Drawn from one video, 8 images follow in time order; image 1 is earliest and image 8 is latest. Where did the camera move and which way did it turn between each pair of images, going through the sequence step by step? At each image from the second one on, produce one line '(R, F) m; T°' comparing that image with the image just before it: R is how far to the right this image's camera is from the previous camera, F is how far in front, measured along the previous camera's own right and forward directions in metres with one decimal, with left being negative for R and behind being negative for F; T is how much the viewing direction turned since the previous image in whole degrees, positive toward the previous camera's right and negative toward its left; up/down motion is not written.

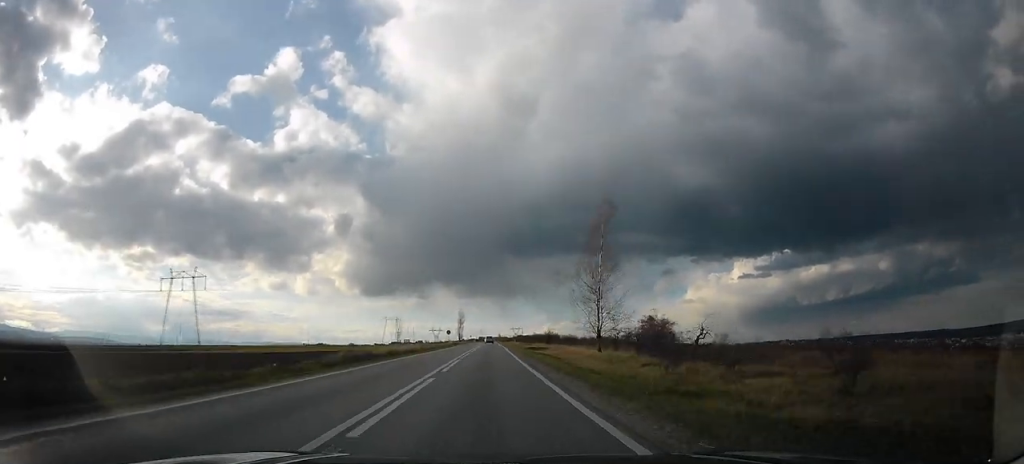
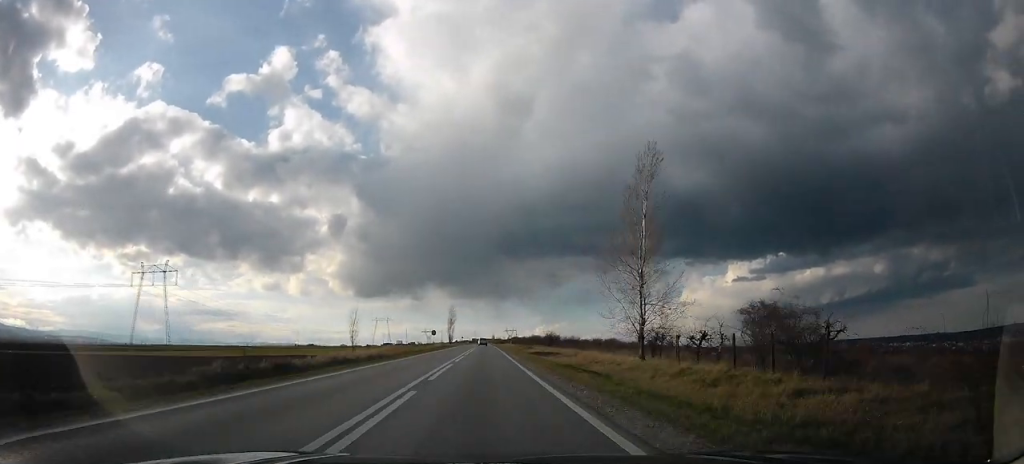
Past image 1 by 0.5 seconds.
(0.0, +15.2) m; 0°
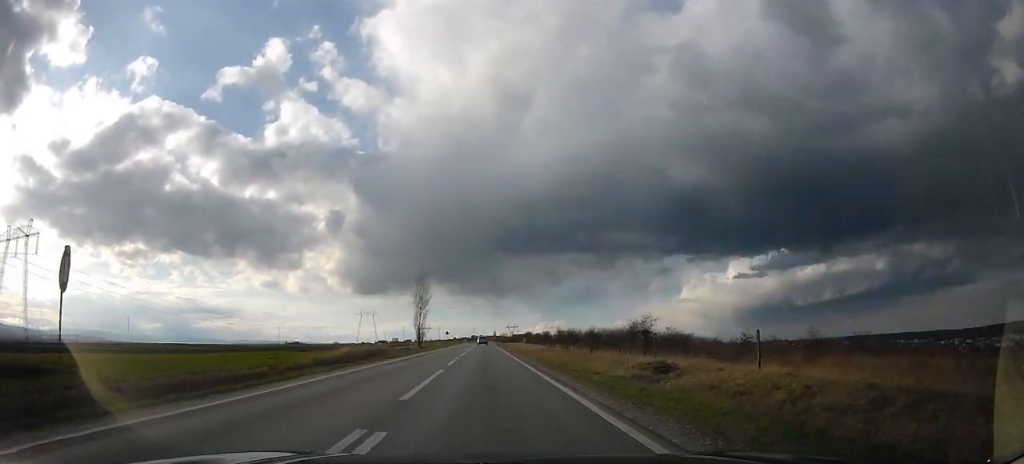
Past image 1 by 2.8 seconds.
(0.0, +63.9) m; 0°
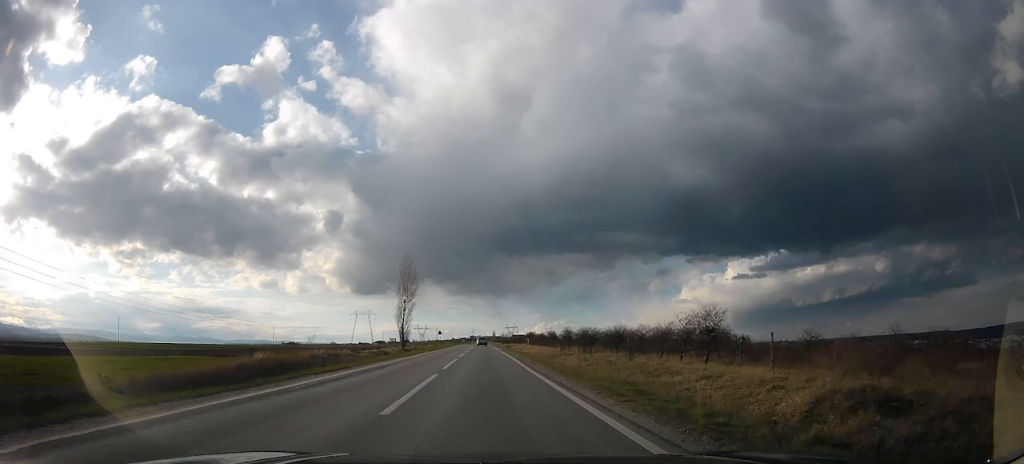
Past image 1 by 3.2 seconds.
(0.0, +13.5) m; 0°
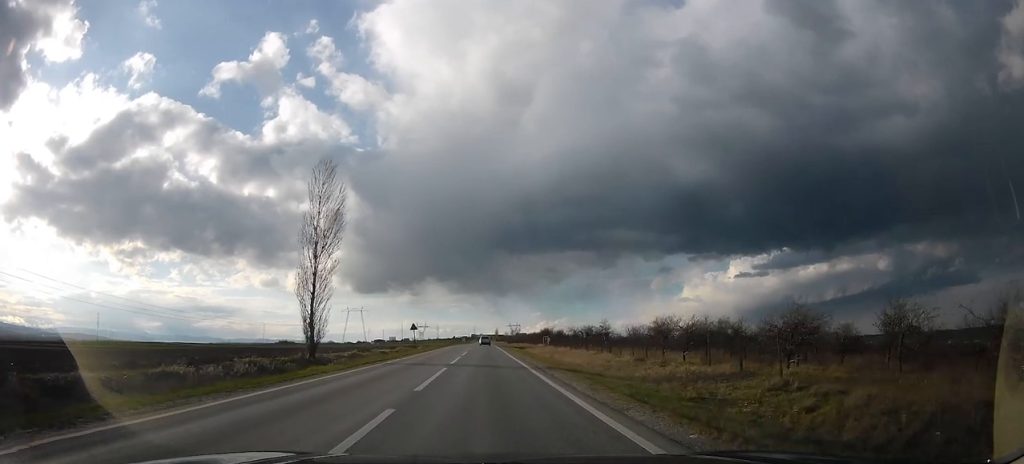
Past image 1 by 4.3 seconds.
(0.0, +31.8) m; 0°
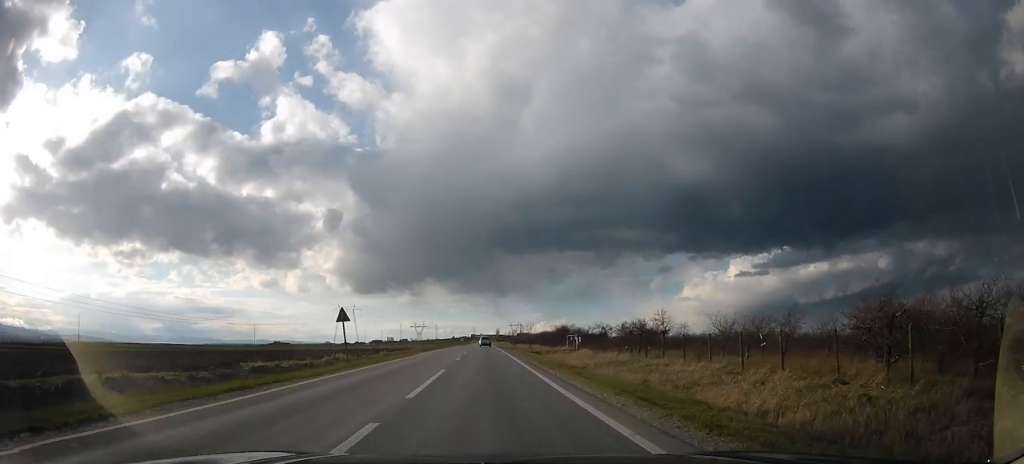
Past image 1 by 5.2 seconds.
(0.0, +25.1) m; 0°
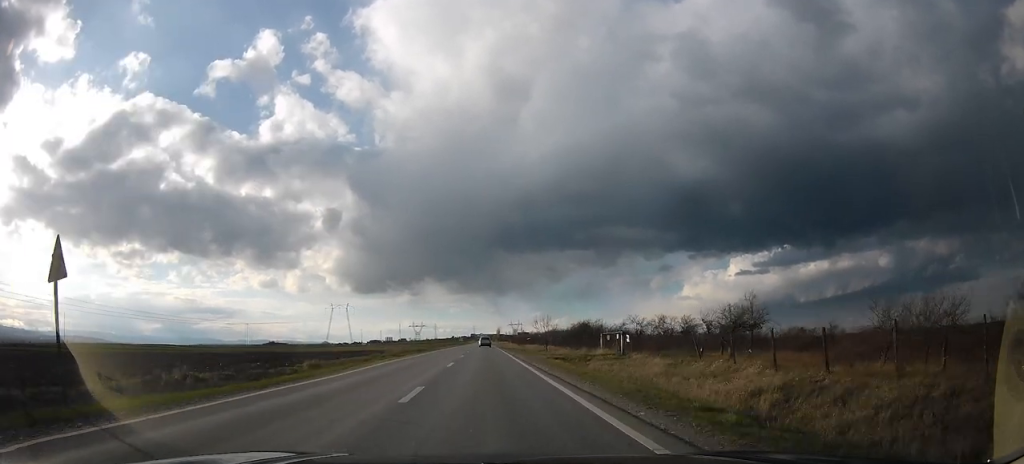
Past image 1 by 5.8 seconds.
(0.0, +18.4) m; 0°
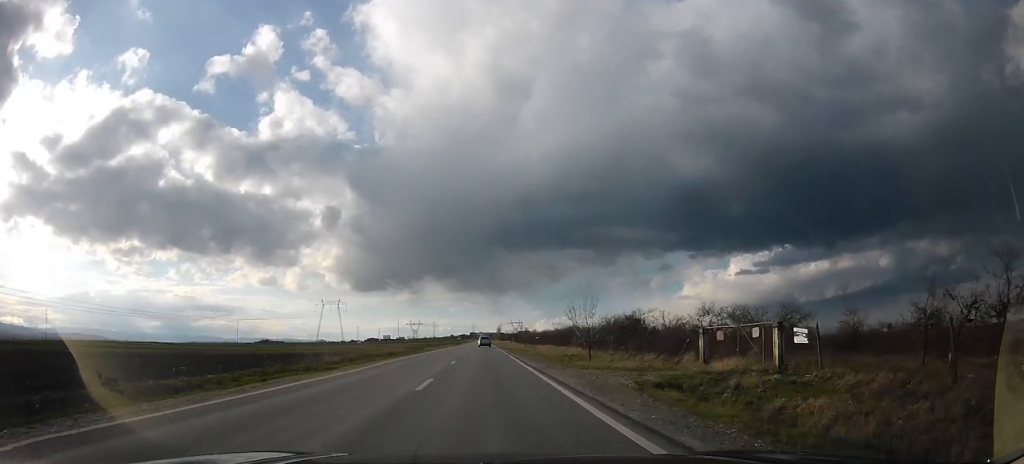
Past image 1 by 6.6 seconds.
(0.0, +21.2) m; 0°
